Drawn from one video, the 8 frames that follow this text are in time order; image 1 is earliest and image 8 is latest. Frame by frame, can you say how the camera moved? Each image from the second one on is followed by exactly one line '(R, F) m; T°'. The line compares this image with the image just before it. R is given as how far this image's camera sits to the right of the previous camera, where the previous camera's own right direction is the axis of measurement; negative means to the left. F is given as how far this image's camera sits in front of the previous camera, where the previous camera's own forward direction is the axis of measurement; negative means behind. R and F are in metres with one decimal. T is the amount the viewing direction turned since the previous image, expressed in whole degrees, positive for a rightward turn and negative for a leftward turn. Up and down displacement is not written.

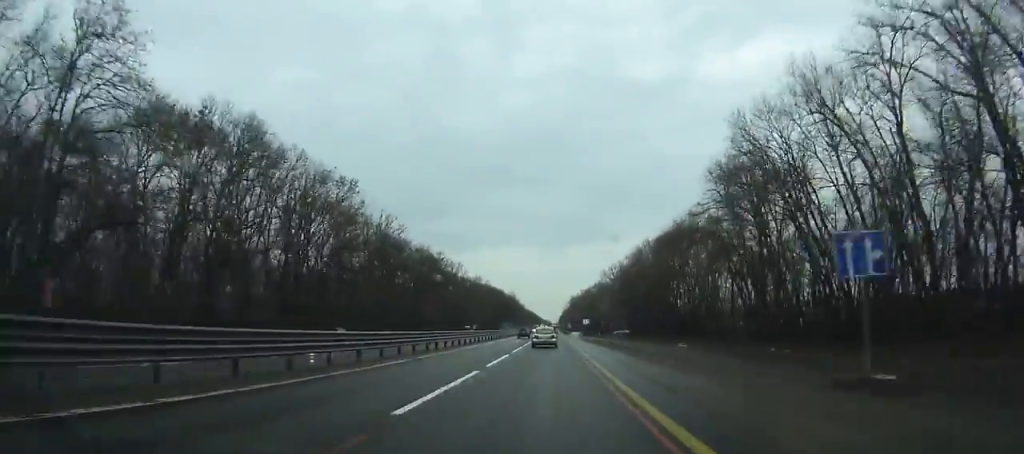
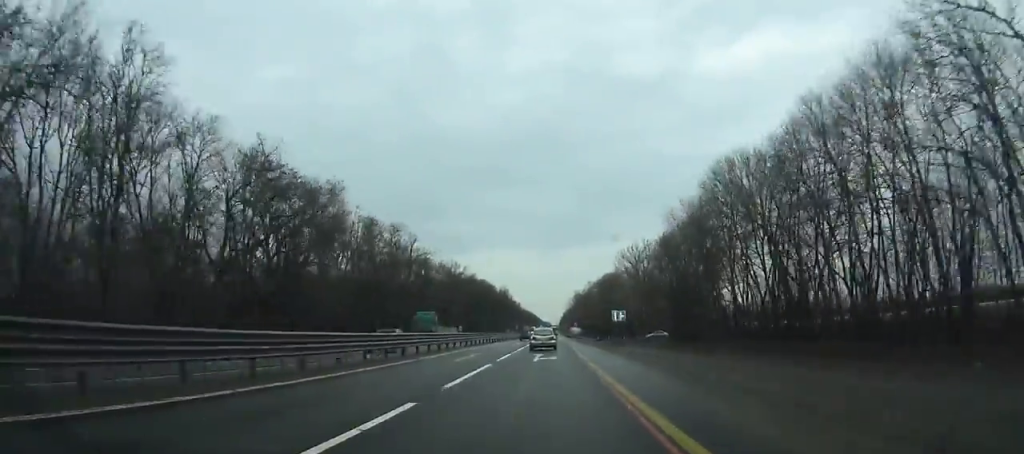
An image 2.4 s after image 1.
(-0.1, +55.6) m; 0°
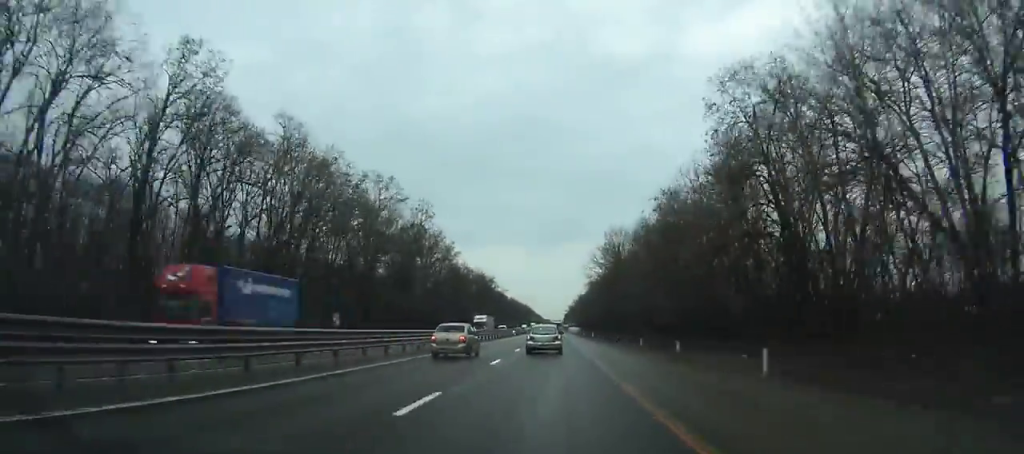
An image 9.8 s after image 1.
(-0.3, +168.1) m; 0°
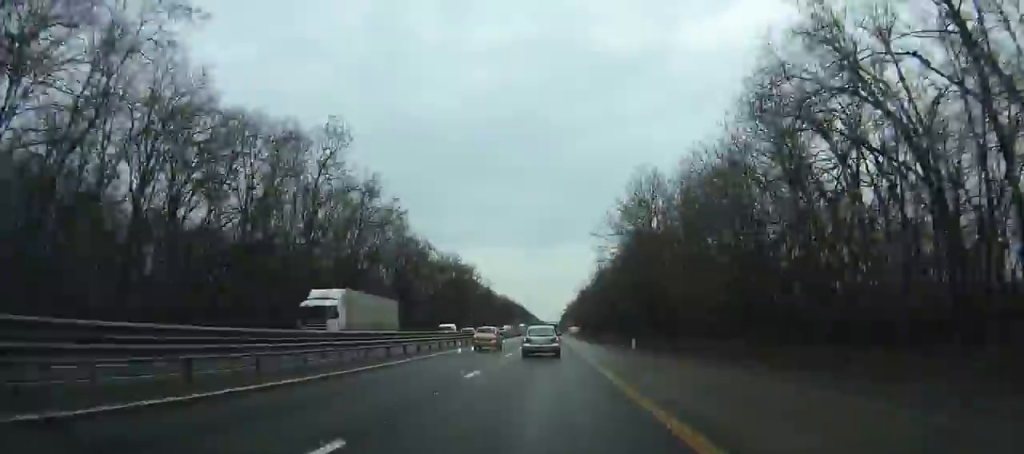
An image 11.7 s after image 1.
(0.0, +41.6) m; 0°
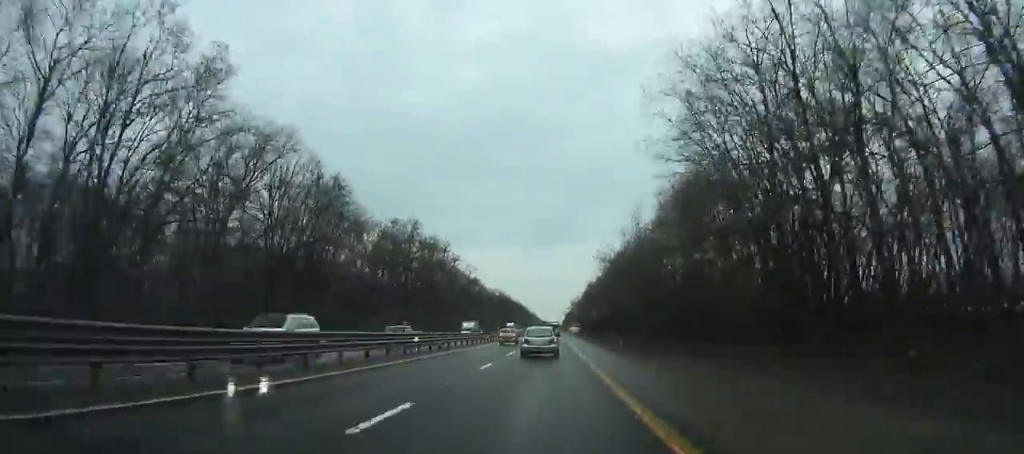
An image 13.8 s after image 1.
(+0.1, +45.1) m; 0°
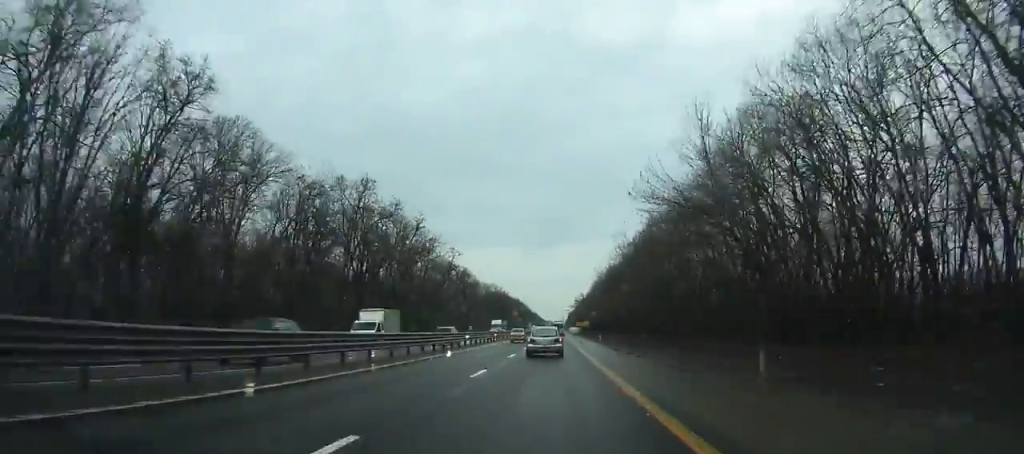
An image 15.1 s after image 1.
(0.0, +27.8) m; 0°
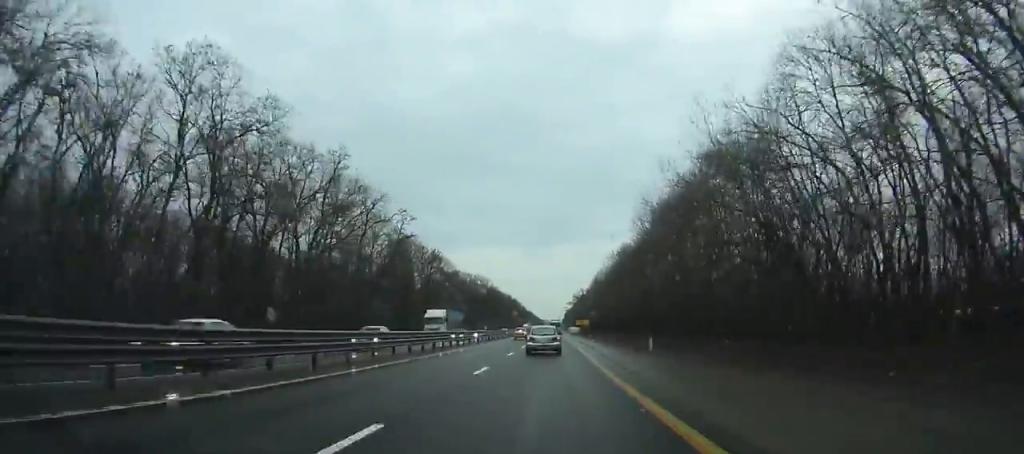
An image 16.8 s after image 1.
(-0.1, +35.6) m; 0°
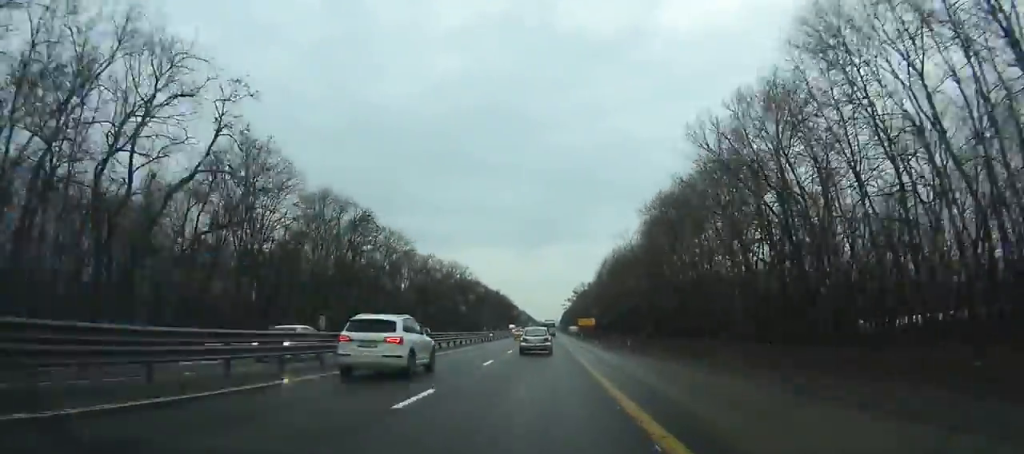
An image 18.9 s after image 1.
(0.0, +43.9) m; 0°
